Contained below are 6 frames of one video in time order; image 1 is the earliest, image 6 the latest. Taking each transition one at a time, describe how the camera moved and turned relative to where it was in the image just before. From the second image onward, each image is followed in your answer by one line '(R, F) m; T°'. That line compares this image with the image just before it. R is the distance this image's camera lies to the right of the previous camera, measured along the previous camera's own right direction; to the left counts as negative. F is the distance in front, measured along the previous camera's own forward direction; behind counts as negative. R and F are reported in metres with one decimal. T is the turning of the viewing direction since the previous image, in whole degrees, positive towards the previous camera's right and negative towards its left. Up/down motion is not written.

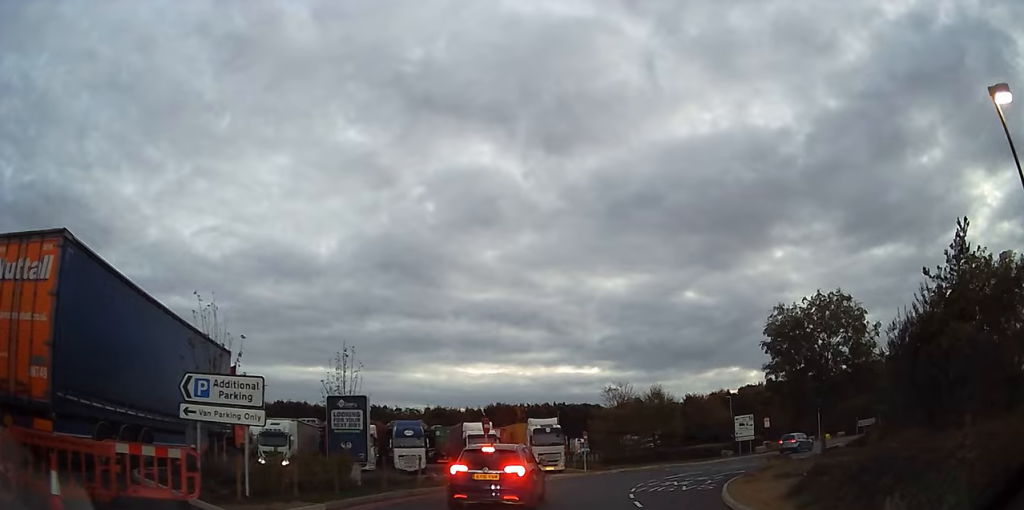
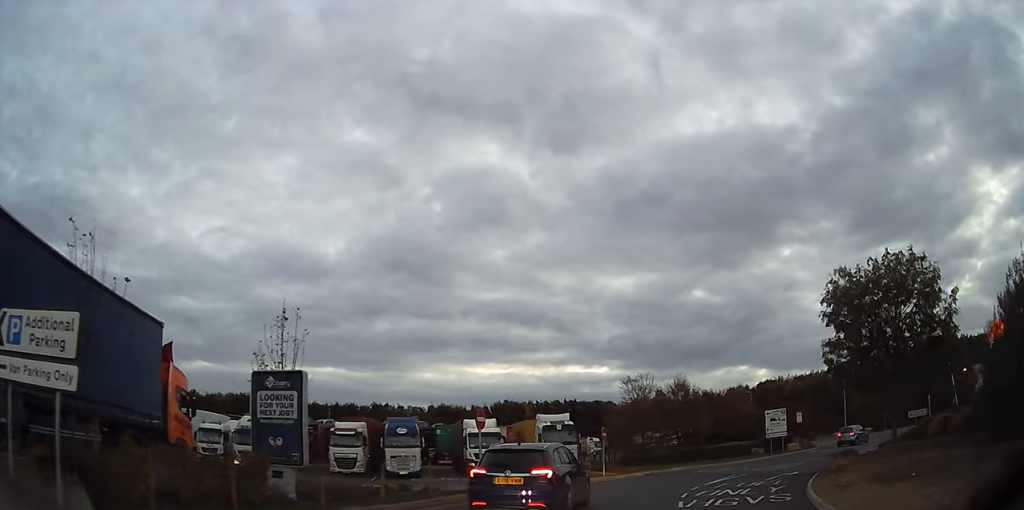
(-0.9, +5.3) m; -5°
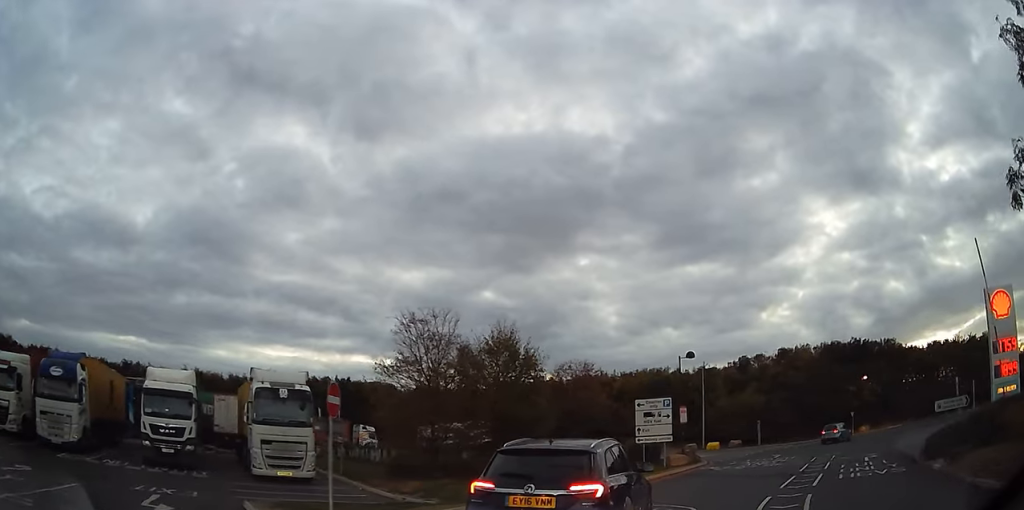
(+5.1, +20.6) m; +31°
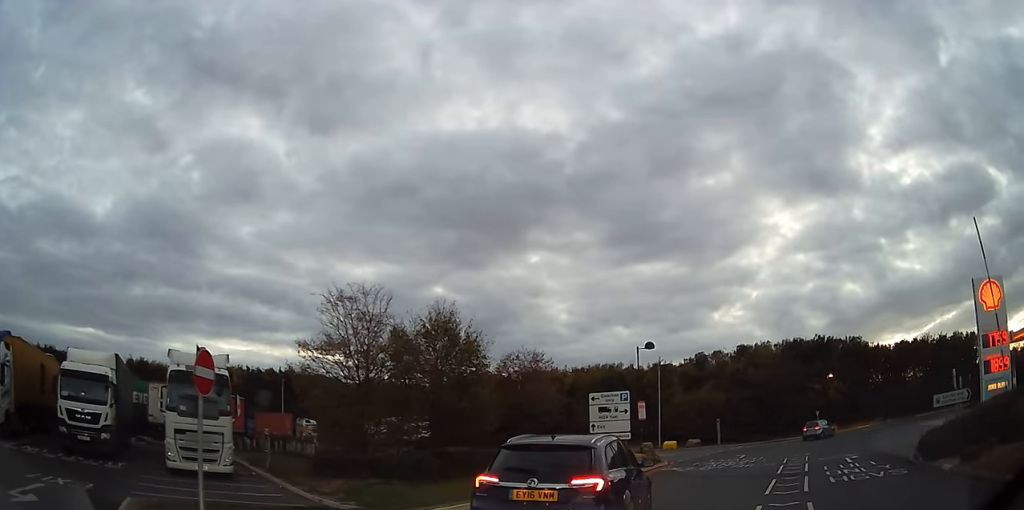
(+0.1, +3.4) m; +8°
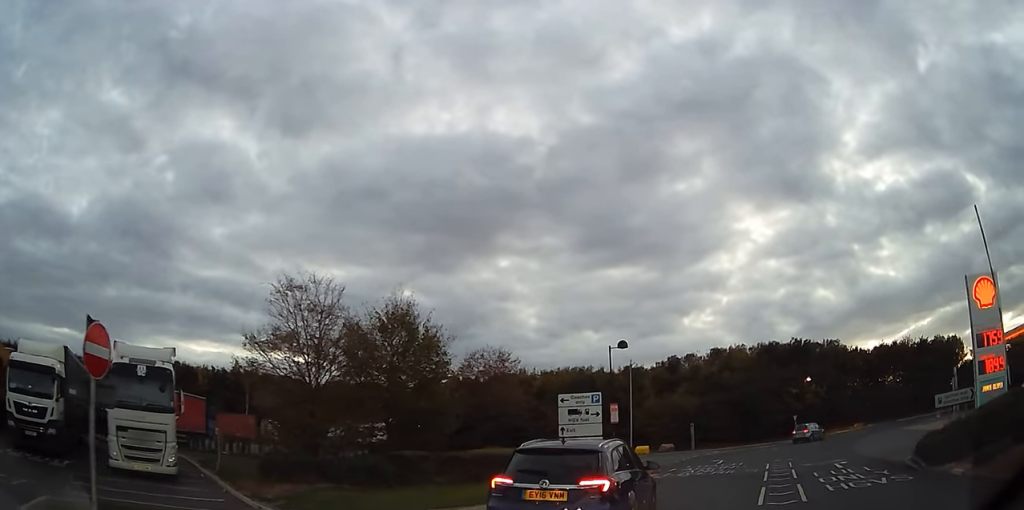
(+0.3, +1.9) m; +5°
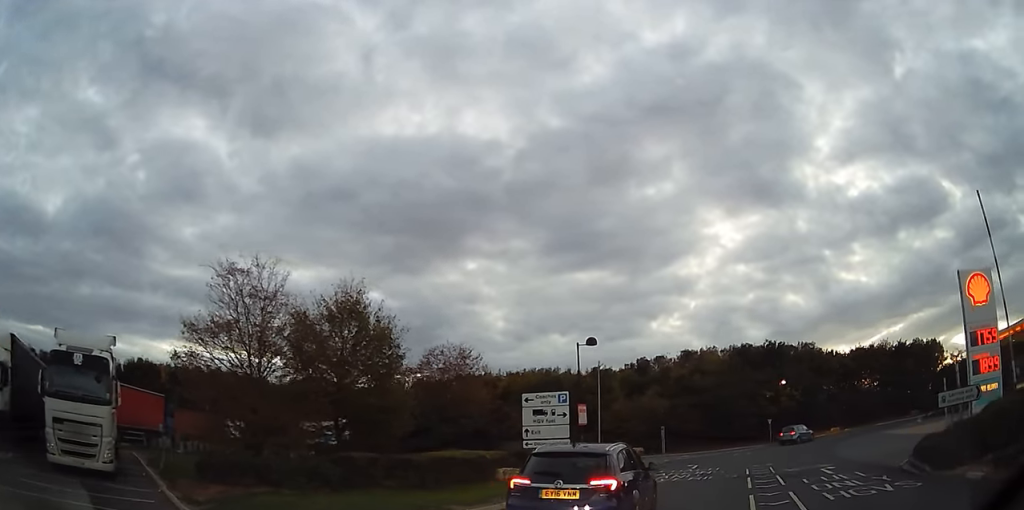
(+0.1, +1.9) m; +1°
